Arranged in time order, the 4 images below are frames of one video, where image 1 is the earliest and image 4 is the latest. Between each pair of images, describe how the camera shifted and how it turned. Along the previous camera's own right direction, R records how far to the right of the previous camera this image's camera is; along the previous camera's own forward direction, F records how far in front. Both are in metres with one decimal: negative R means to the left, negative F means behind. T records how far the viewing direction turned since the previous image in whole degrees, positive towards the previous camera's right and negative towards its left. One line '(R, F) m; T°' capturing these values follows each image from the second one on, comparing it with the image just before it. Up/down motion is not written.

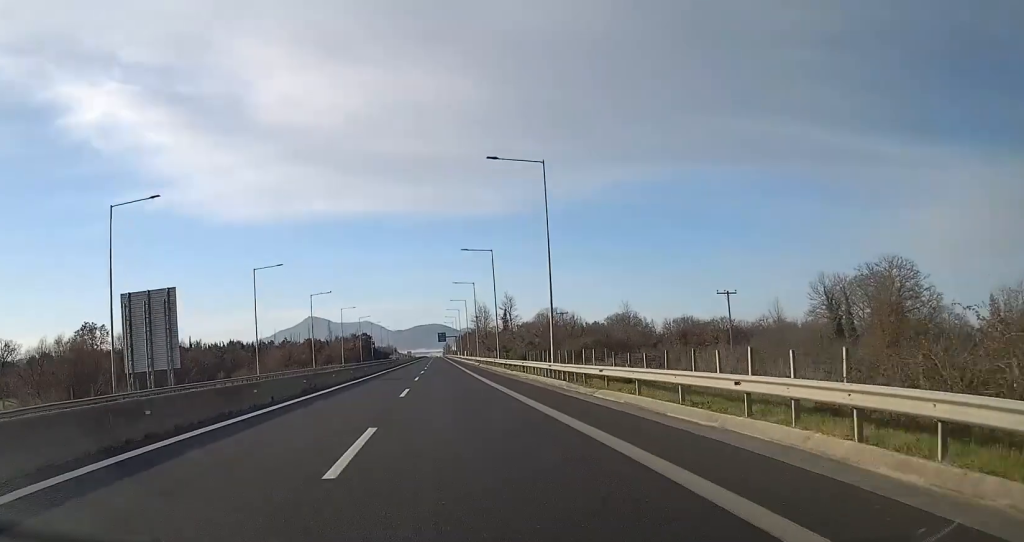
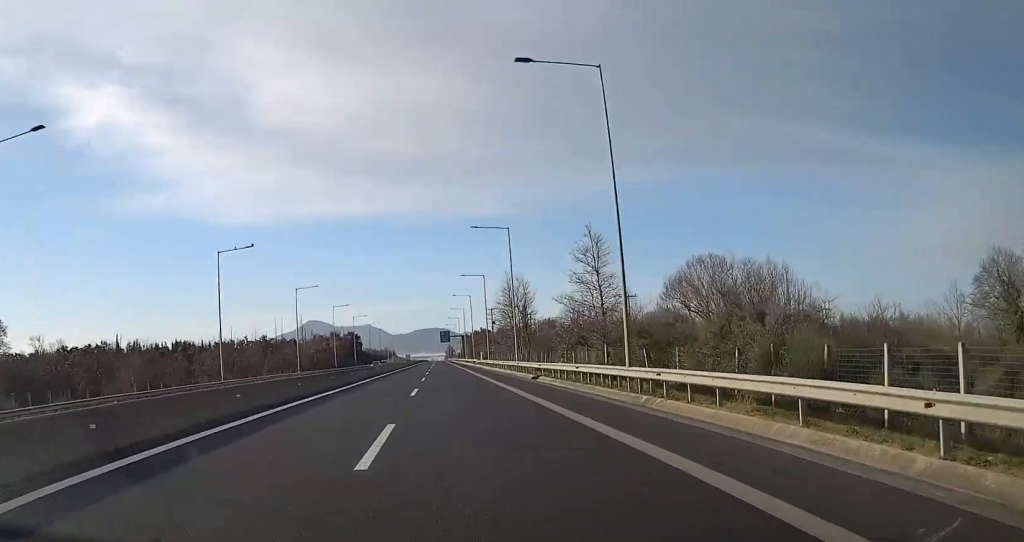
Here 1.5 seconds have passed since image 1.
(+0.1, +53.6) m; 0°
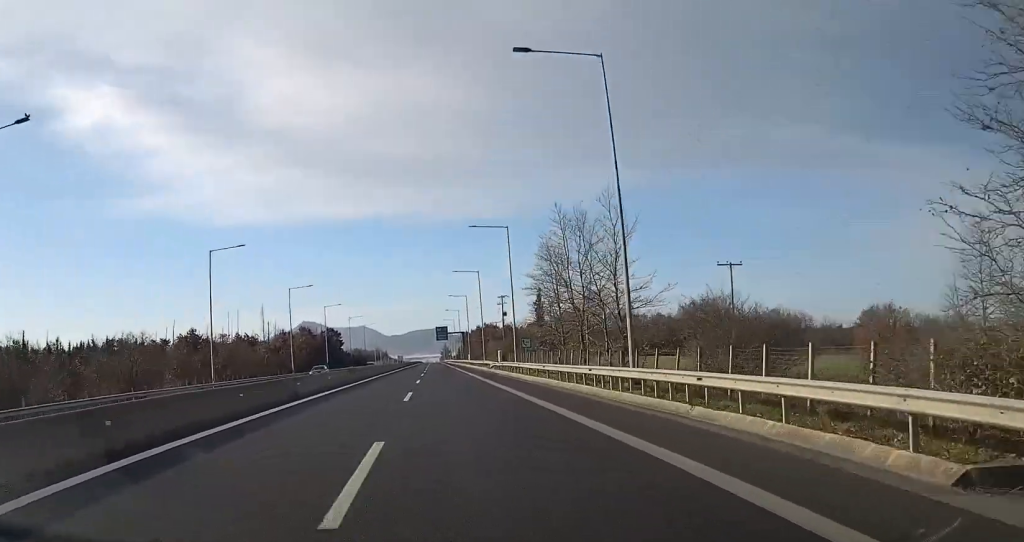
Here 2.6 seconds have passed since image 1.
(-0.1, +38.9) m; 0°
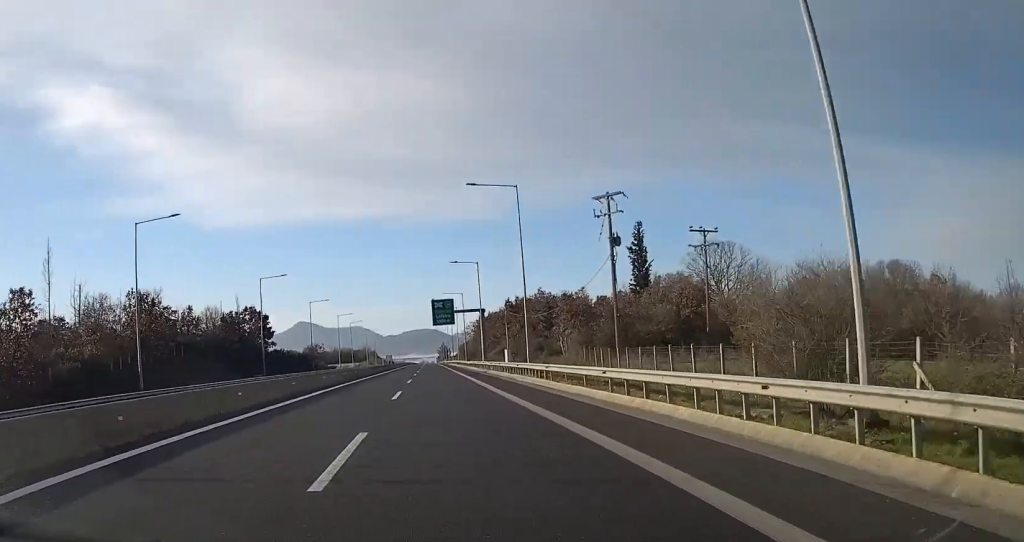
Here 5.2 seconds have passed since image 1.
(+0.9, +89.2) m; +1°
